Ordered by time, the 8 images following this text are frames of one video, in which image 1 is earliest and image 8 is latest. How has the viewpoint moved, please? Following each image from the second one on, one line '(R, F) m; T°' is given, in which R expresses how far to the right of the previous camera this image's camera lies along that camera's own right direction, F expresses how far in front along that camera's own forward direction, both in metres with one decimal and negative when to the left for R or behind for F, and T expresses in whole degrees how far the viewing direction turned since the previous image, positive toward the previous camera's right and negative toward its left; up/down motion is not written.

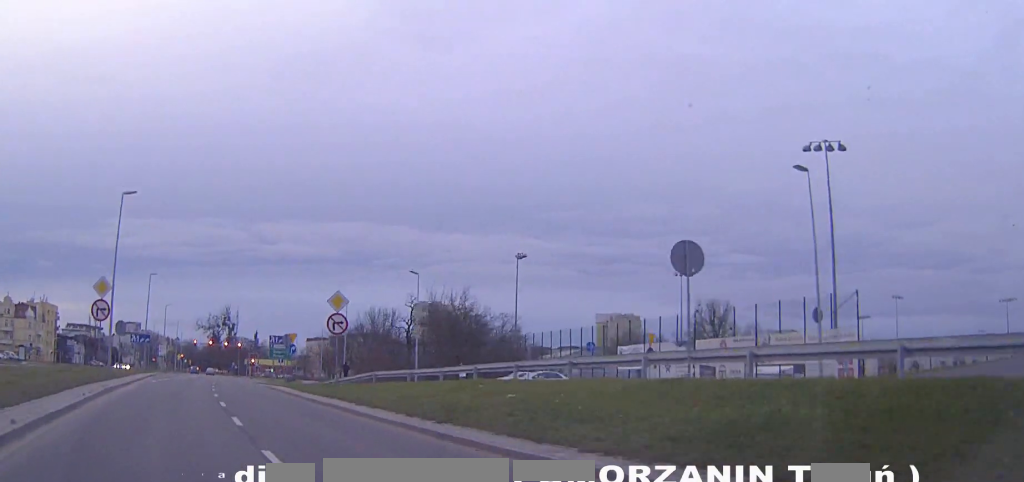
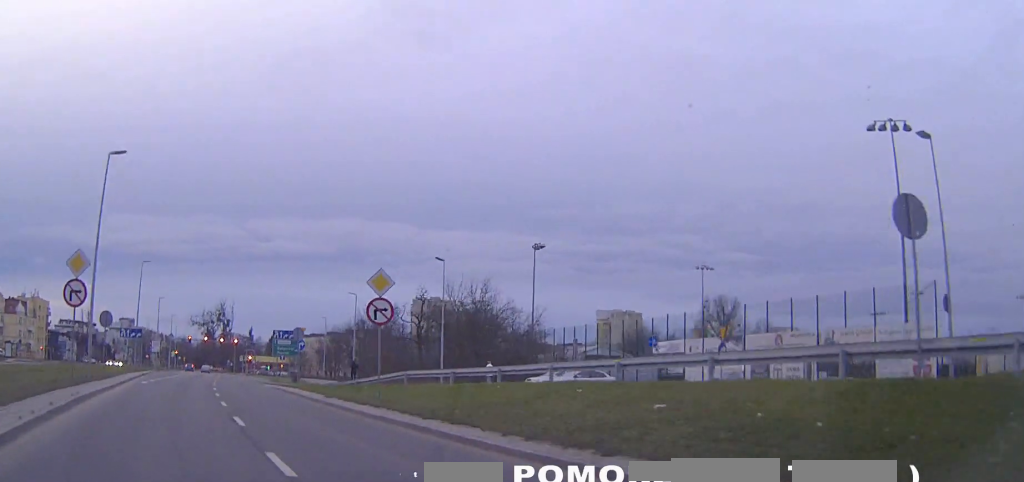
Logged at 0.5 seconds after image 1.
(+0.1, +6.4) m; +1°
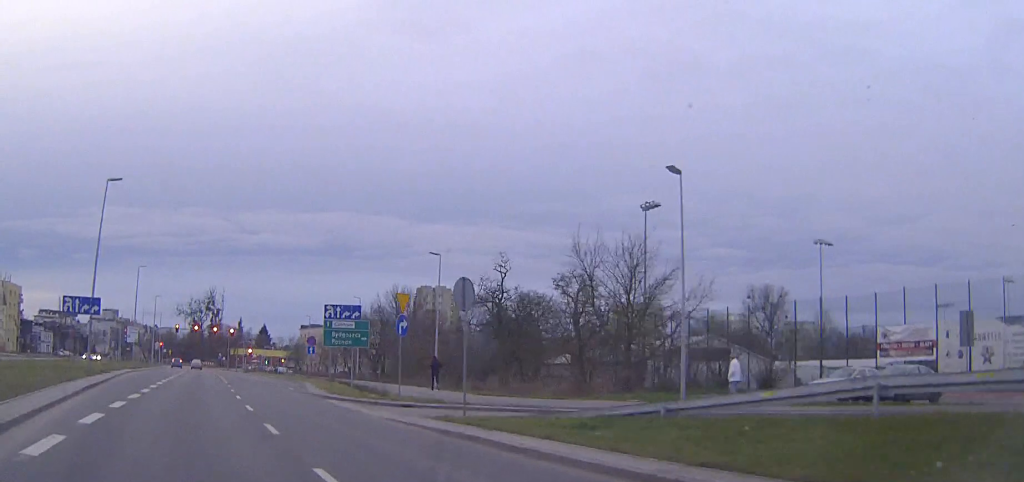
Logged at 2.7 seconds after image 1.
(+0.4, +25.3) m; +1°
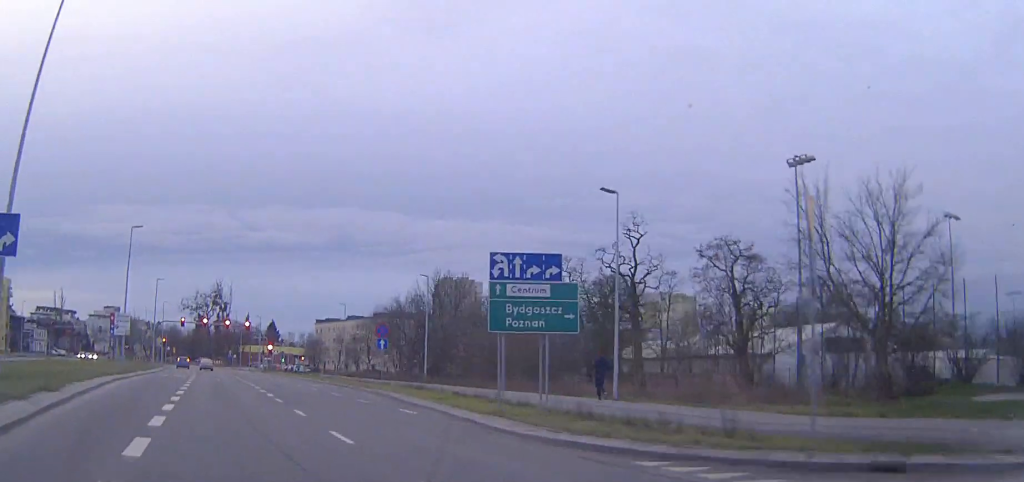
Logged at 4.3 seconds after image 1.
(+0.1, +18.9) m; 0°
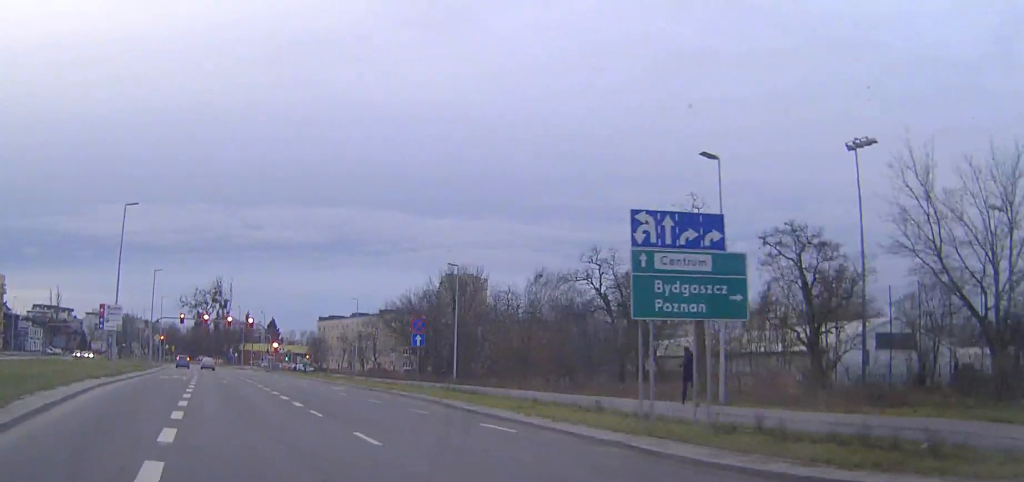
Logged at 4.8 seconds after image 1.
(0.0, +6.3) m; 0°
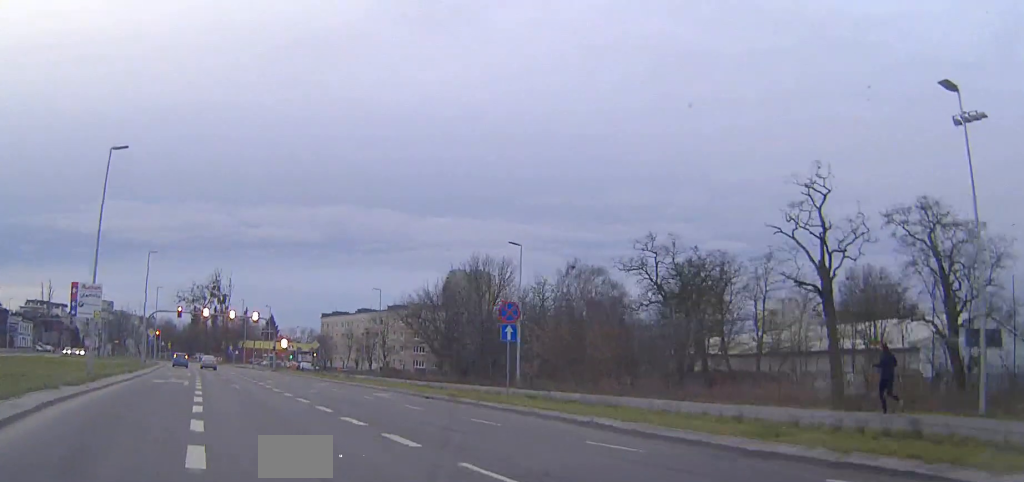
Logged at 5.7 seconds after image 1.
(0.0, +10.2) m; 0°
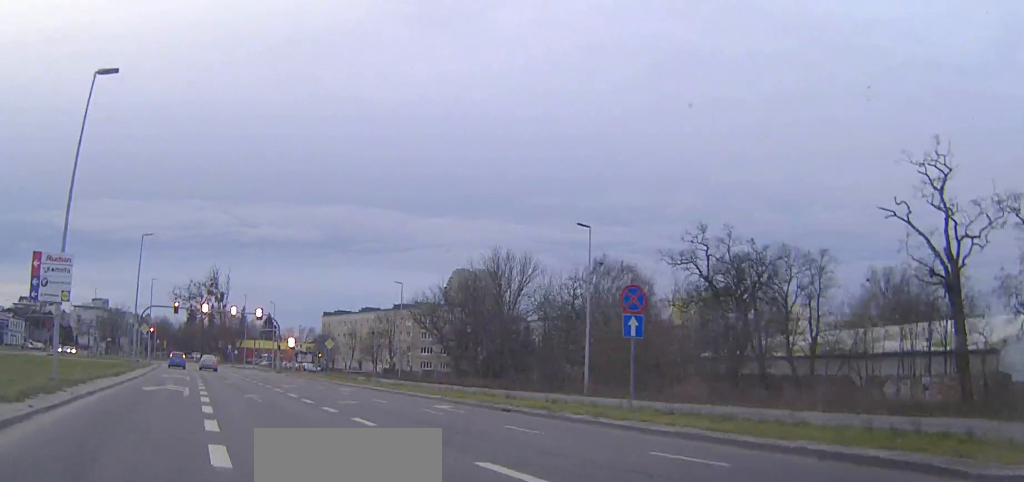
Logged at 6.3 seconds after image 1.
(0.0, +7.8) m; 0°
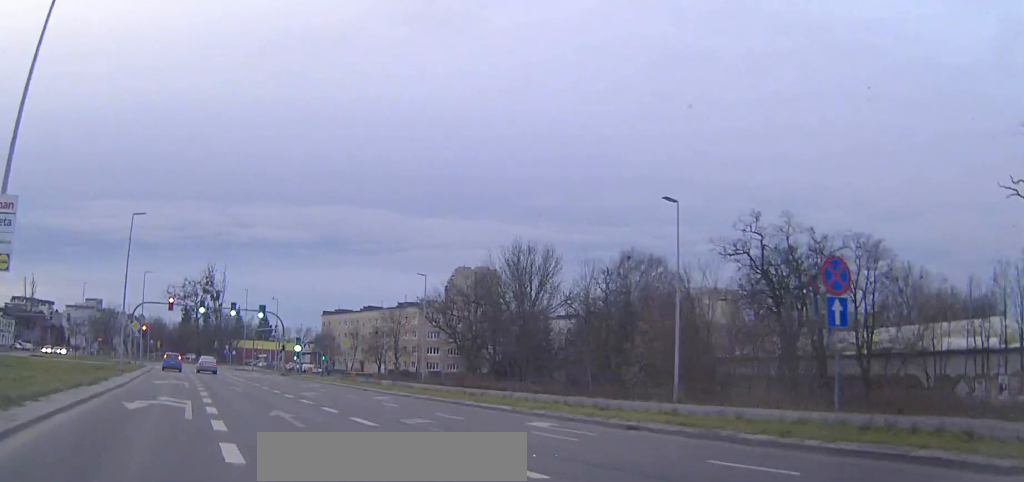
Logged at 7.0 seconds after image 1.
(0.0, +7.3) m; 0°
